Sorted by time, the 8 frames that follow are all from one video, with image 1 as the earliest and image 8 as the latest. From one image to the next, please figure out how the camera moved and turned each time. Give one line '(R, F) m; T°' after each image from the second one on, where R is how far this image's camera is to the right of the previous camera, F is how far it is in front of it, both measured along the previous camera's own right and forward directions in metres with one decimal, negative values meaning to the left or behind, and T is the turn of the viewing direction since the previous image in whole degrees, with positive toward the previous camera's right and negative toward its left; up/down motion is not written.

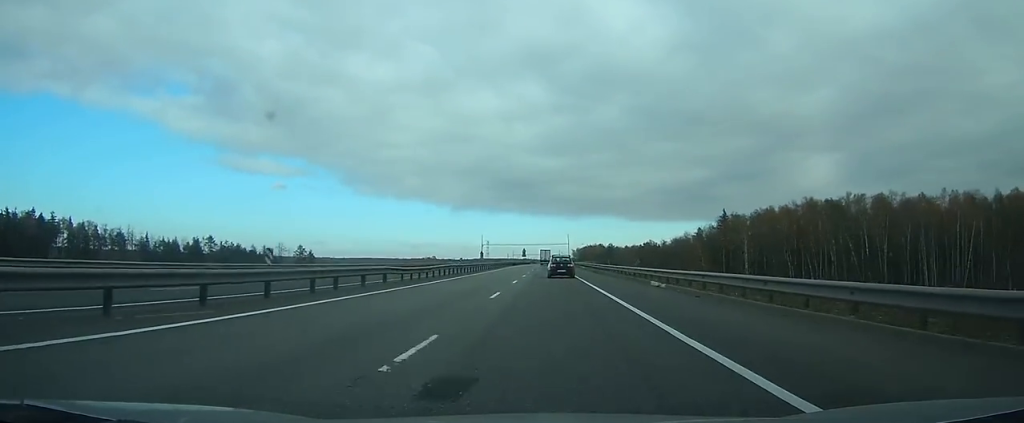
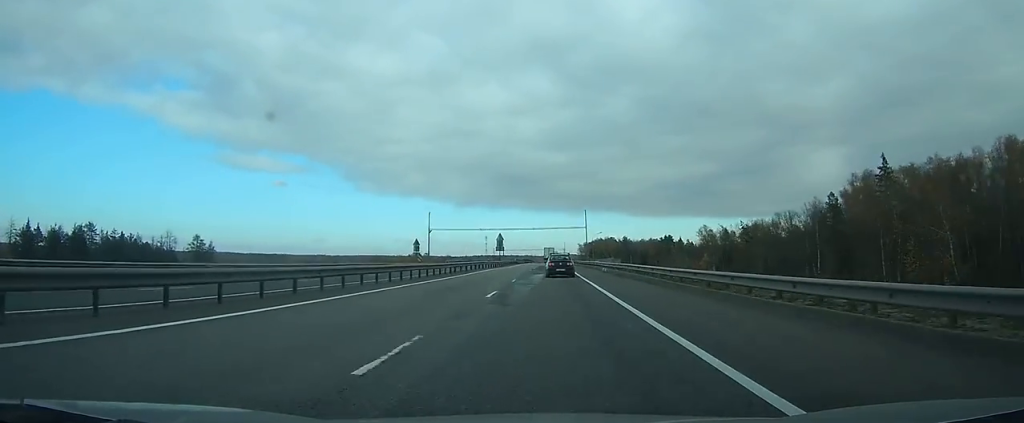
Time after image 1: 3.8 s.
(+0.3, +83.8) m; 0°
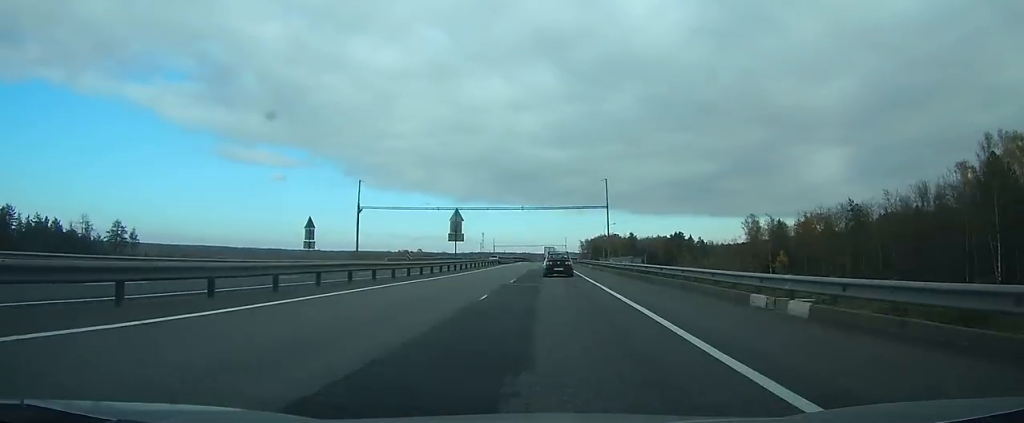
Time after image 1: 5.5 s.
(0.0, +39.0) m; 0°
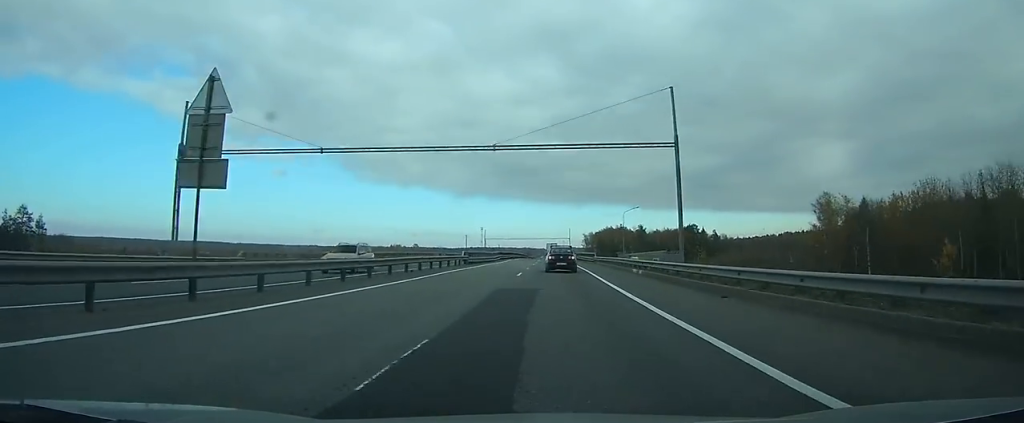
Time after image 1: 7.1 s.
(0.0, +34.1) m; 0°
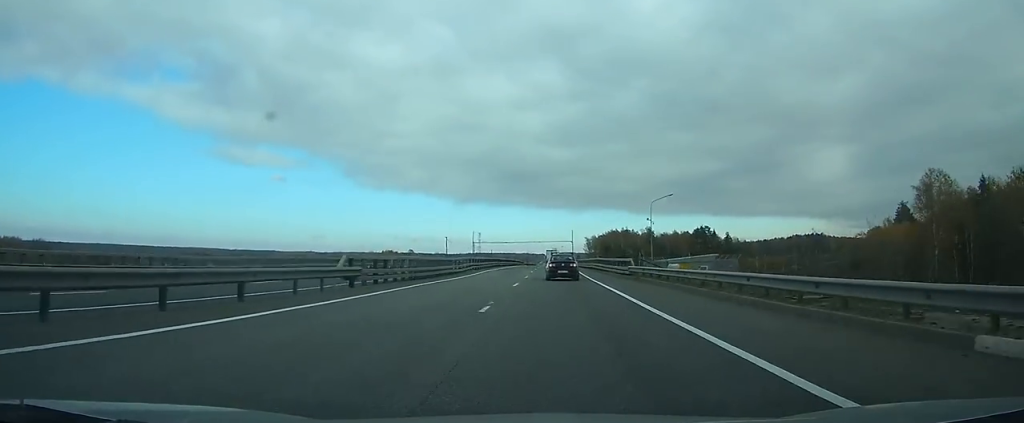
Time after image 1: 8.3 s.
(0.0, +27.7) m; 0°
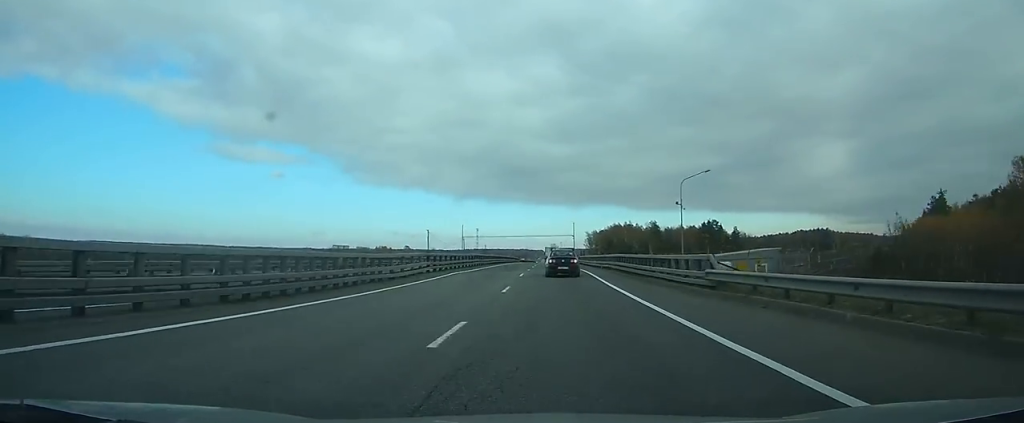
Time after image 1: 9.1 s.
(0.0, +18.0) m; 0°
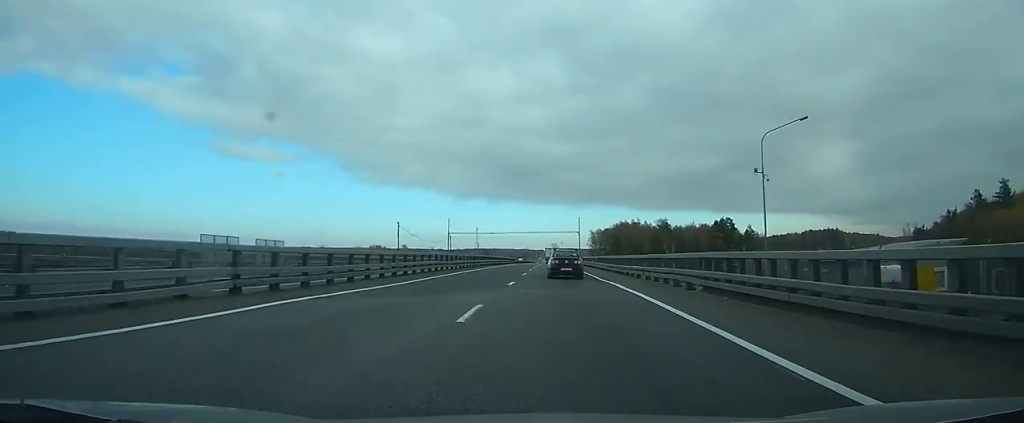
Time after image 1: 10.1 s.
(0.0, +22.4) m; 0°
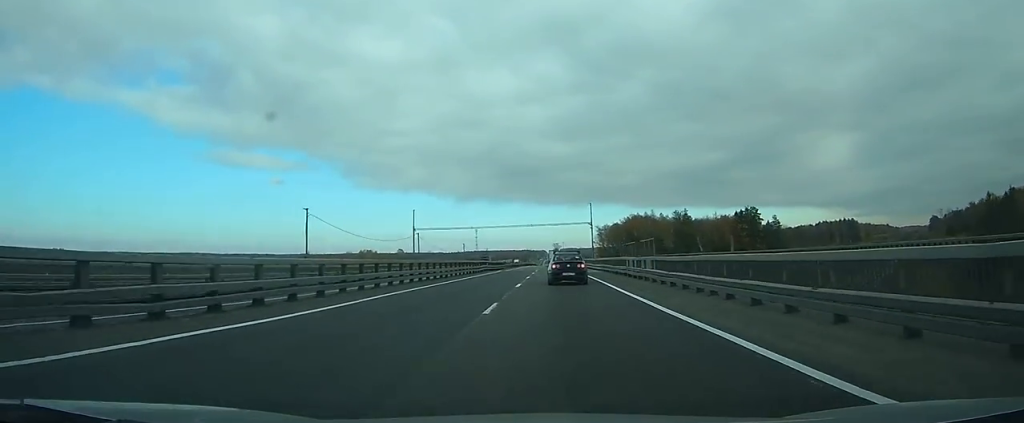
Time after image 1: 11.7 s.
(0.0, +33.4) m; 0°
